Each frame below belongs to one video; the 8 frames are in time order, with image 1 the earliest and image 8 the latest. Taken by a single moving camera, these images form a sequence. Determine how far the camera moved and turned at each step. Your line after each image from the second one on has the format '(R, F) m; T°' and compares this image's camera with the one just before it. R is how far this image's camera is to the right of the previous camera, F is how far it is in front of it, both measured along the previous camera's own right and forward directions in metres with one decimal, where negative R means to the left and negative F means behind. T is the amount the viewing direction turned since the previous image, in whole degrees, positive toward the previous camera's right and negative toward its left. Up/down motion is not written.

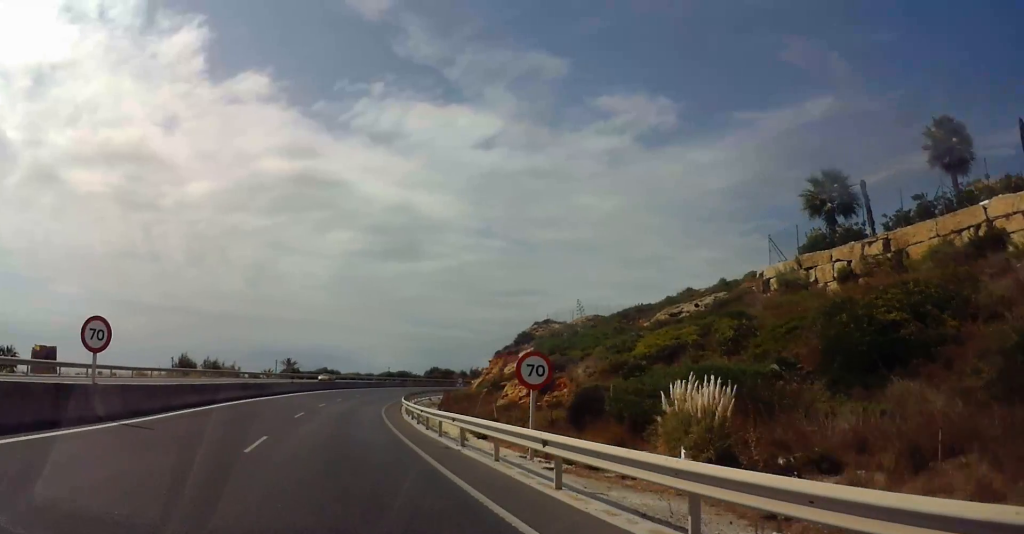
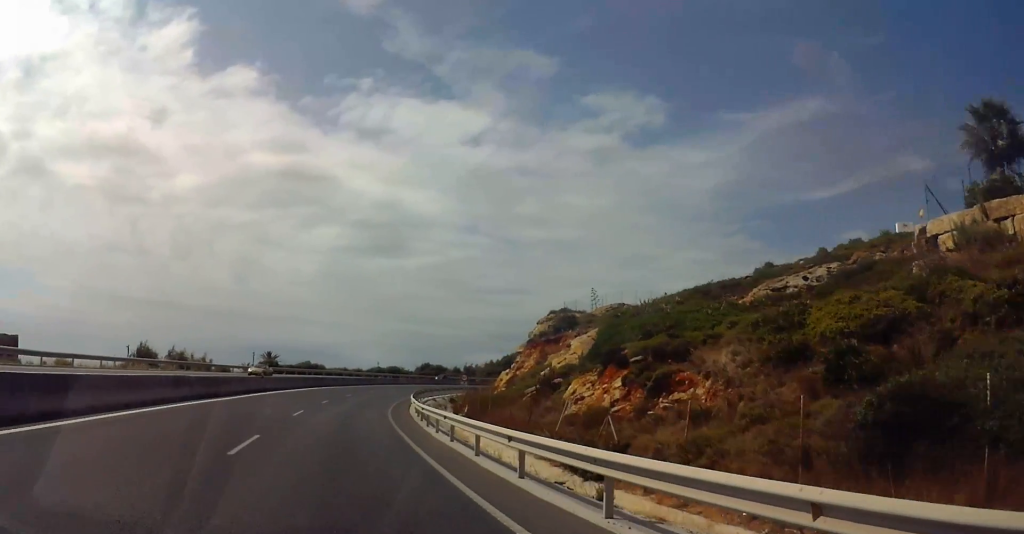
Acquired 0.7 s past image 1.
(+0.8, +13.1) m; +2°
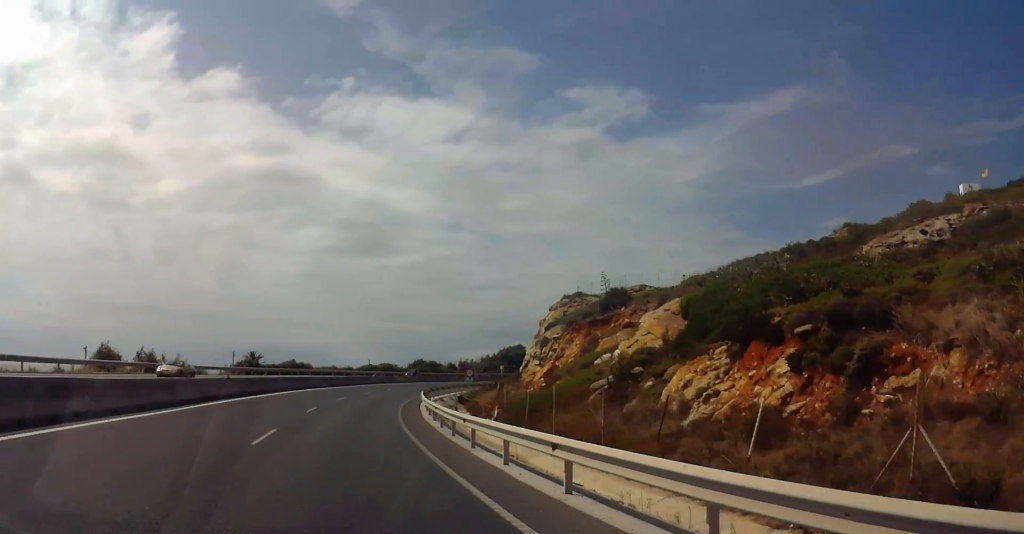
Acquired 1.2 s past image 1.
(+0.1, +10.8) m; +2°
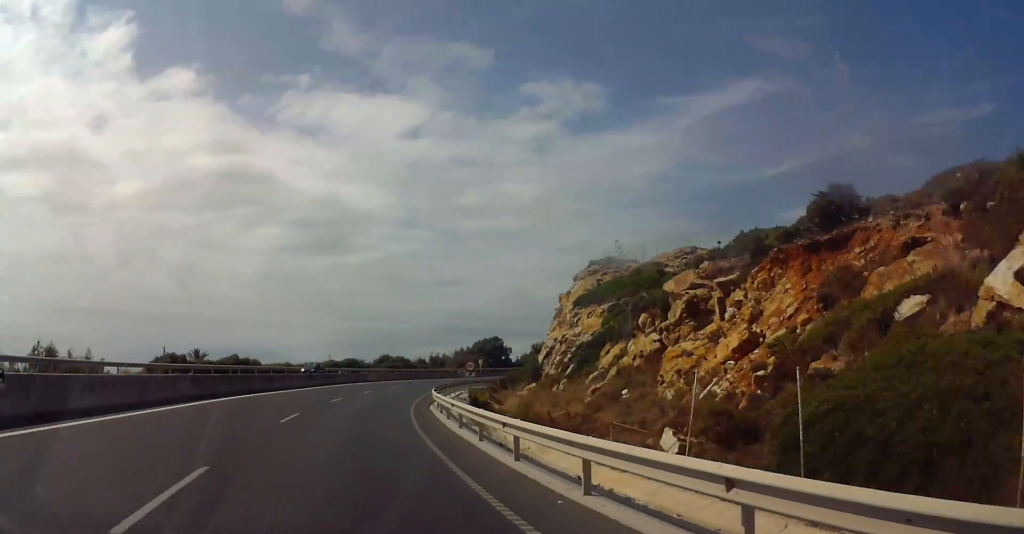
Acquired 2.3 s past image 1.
(+0.3, +20.0) m; +4°
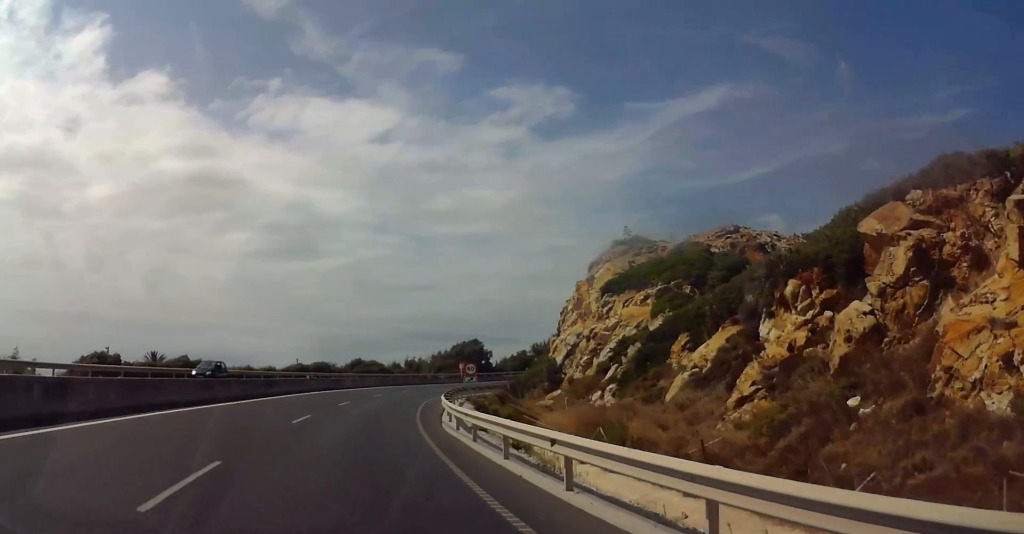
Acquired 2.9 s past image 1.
(+0.4, +11.4) m; +4°
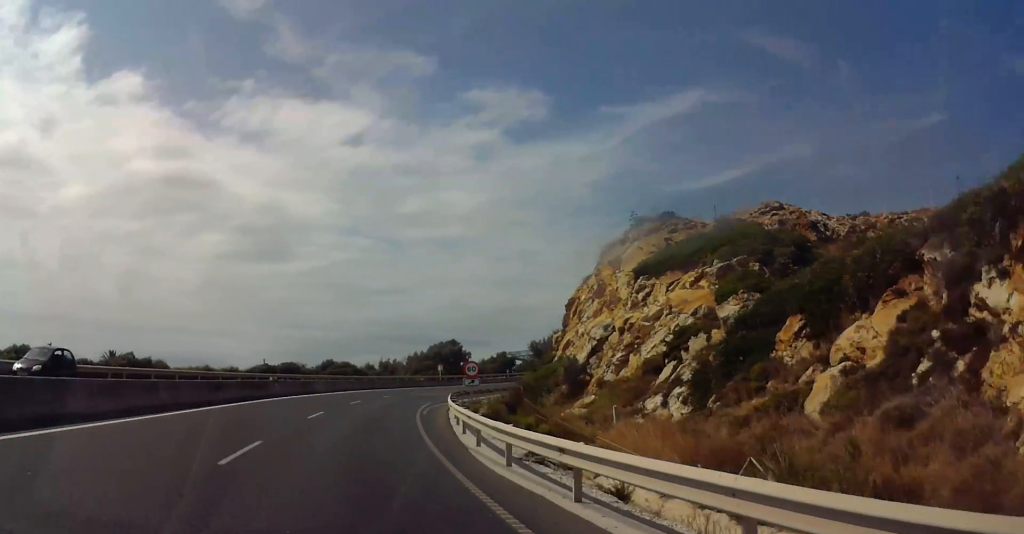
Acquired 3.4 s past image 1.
(+0.3, +9.9) m; +2°
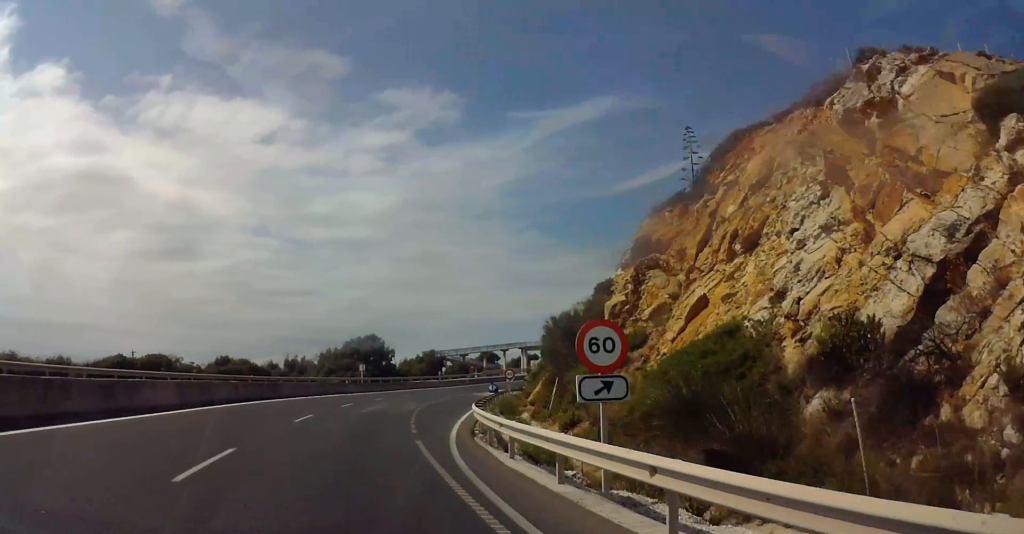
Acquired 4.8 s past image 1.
(+0.6, +26.5) m; +7°
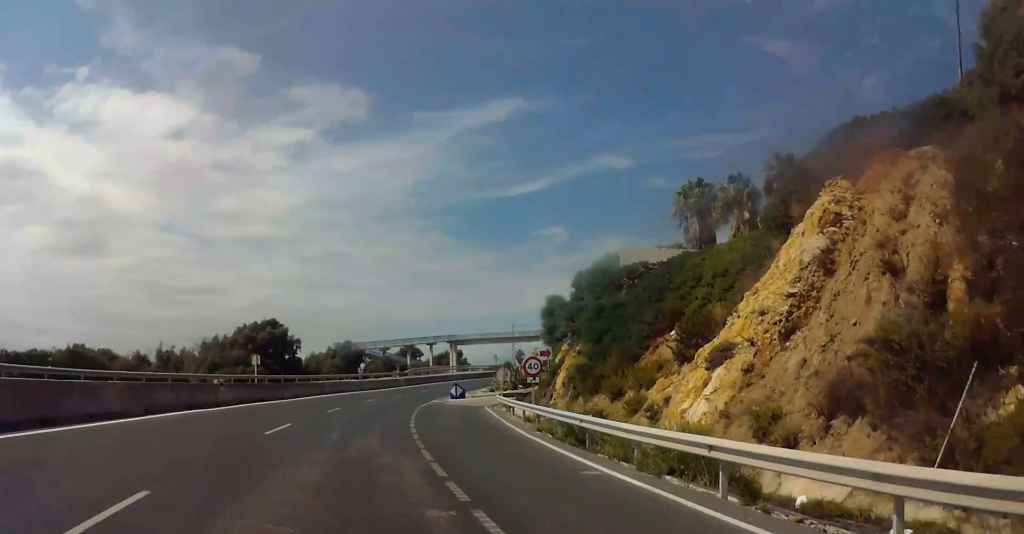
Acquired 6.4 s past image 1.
(+3.2, +29.7) m; +8°
